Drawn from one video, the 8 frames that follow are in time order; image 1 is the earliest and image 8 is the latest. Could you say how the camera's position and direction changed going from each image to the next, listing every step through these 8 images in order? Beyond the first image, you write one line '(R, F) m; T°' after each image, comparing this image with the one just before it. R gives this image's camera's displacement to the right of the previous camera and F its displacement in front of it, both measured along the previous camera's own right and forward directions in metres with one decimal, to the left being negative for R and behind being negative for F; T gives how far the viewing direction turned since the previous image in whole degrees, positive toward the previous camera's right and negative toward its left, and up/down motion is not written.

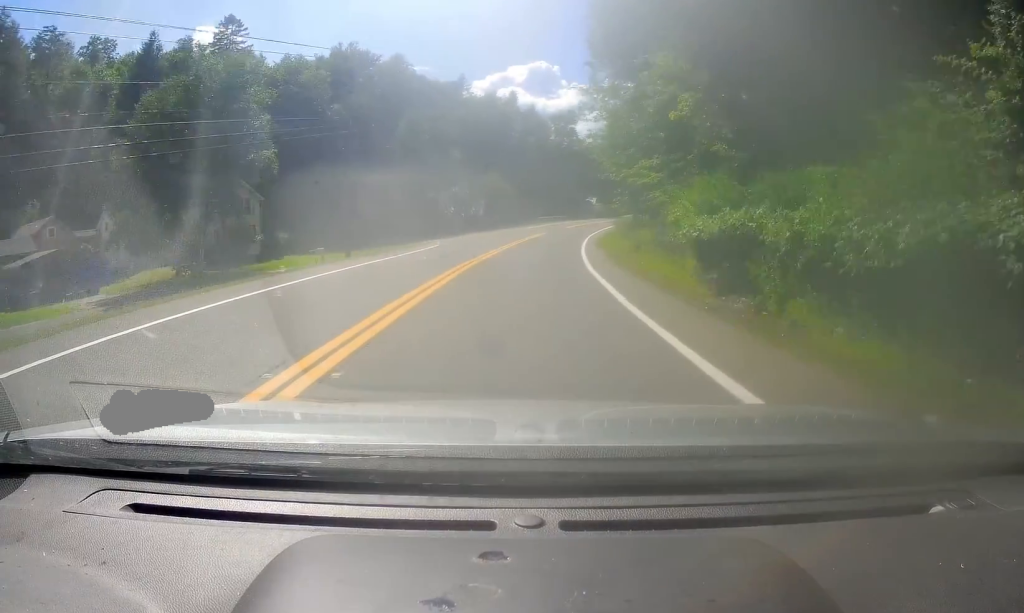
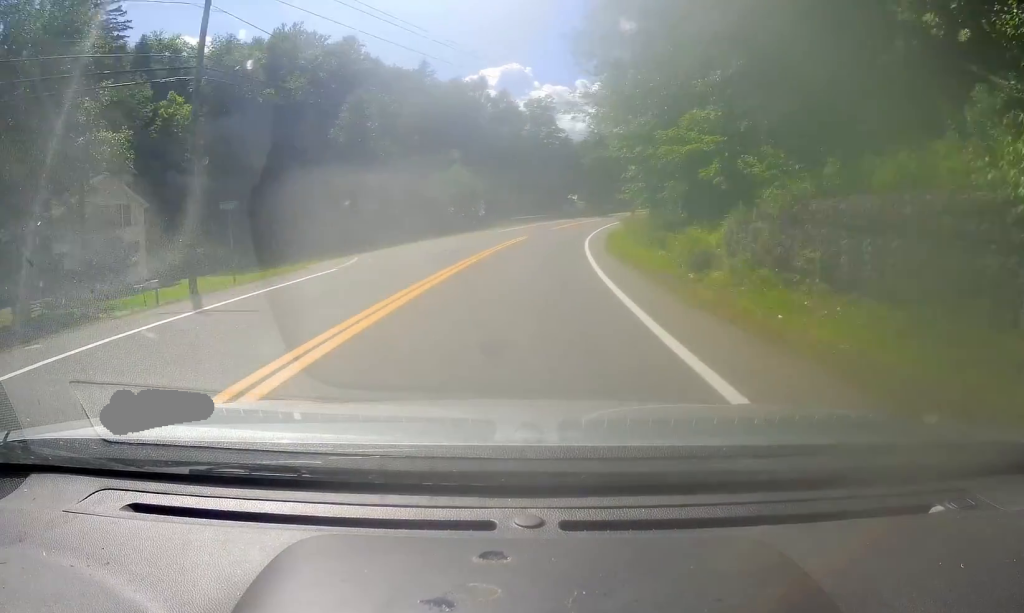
(+0.3, +15.7) m; +1°
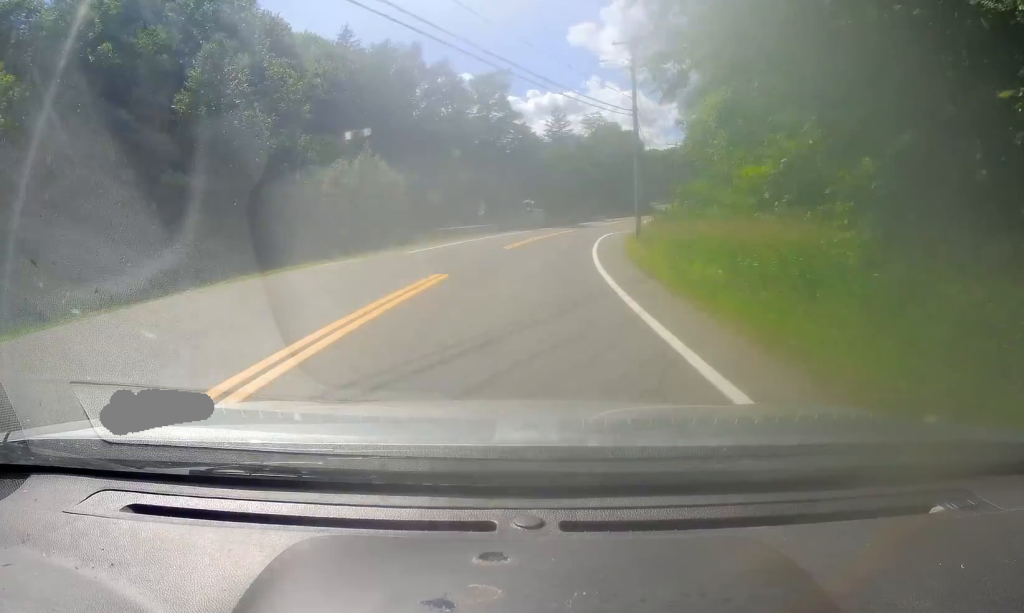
(+0.2, +25.0) m; +5°
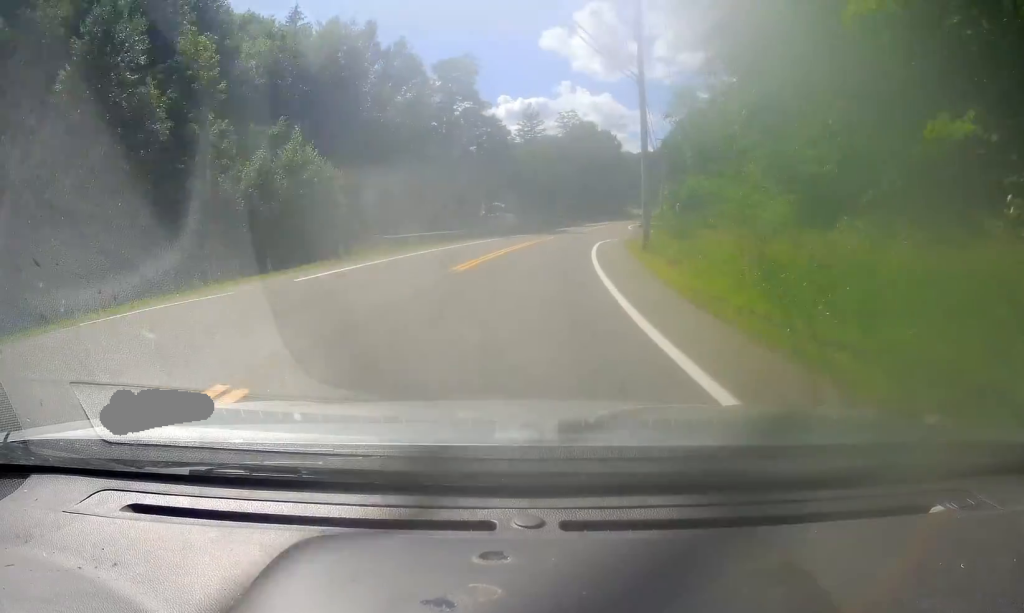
(+0.6, +10.7) m; +2°
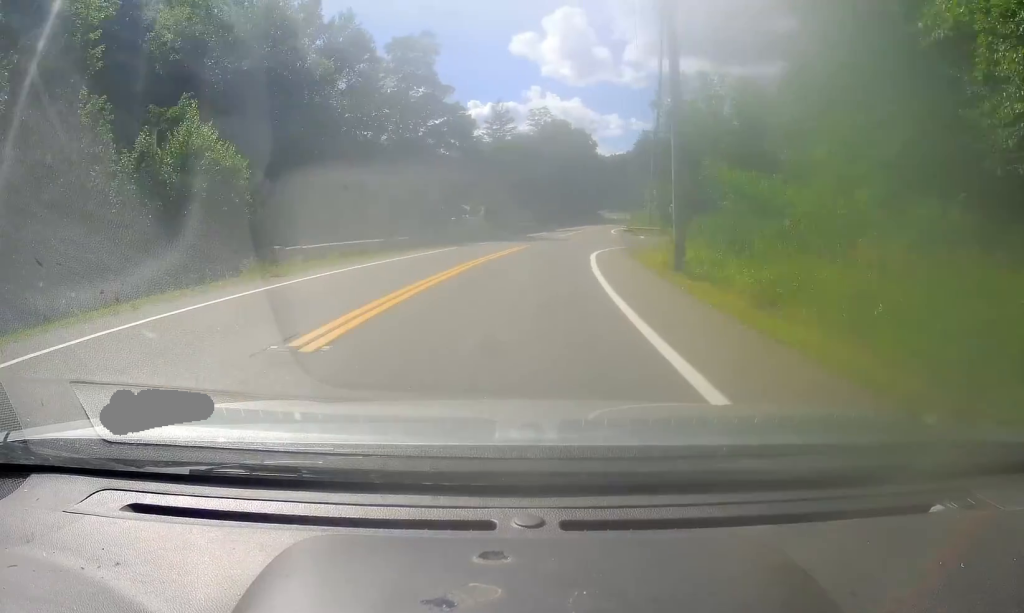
(+0.5, +10.7) m; +2°
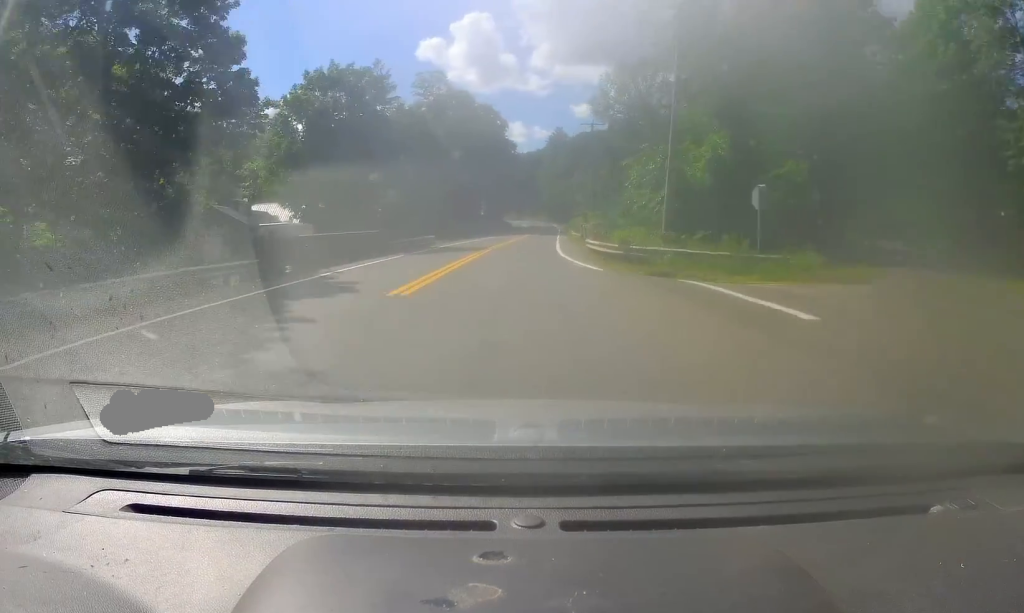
(+1.5, +41.8) m; +5°
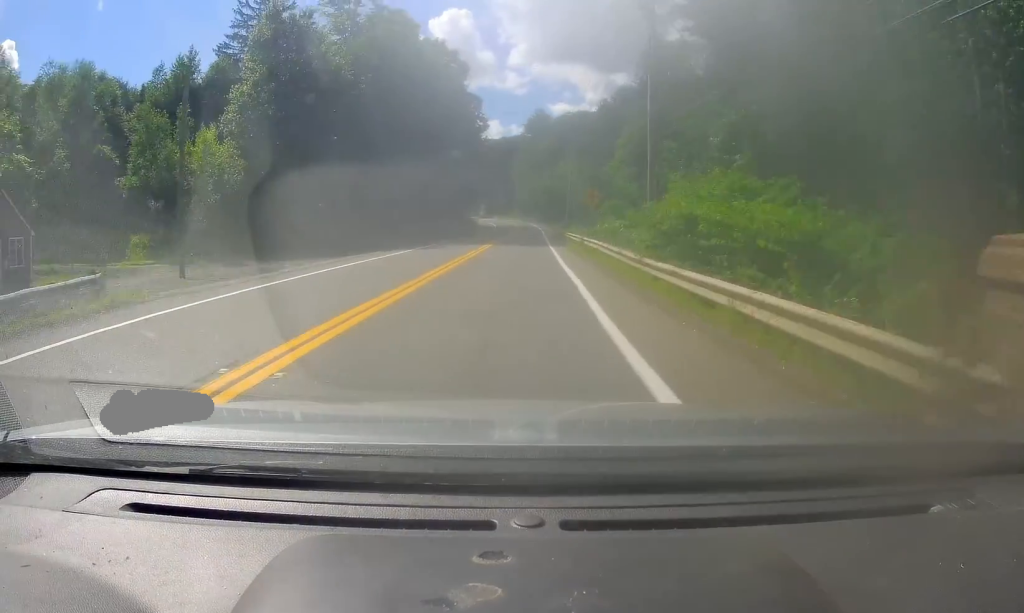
(+2.7, +40.6) m; +6°
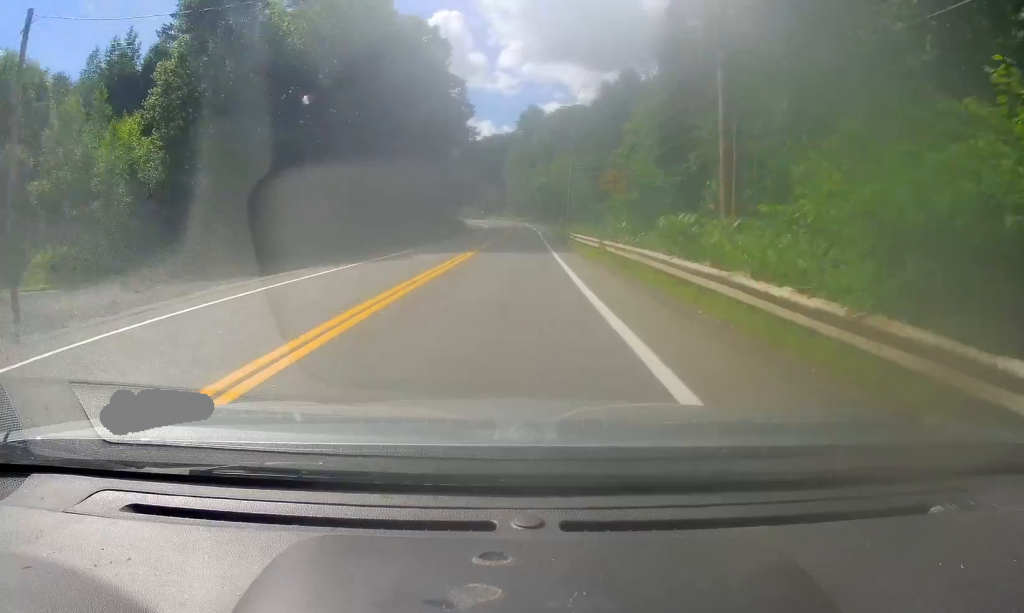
(+0.1, +10.2) m; 0°
